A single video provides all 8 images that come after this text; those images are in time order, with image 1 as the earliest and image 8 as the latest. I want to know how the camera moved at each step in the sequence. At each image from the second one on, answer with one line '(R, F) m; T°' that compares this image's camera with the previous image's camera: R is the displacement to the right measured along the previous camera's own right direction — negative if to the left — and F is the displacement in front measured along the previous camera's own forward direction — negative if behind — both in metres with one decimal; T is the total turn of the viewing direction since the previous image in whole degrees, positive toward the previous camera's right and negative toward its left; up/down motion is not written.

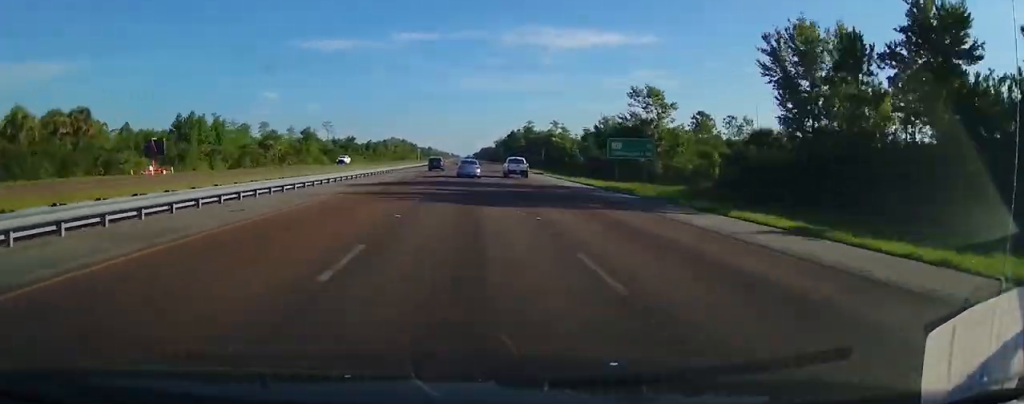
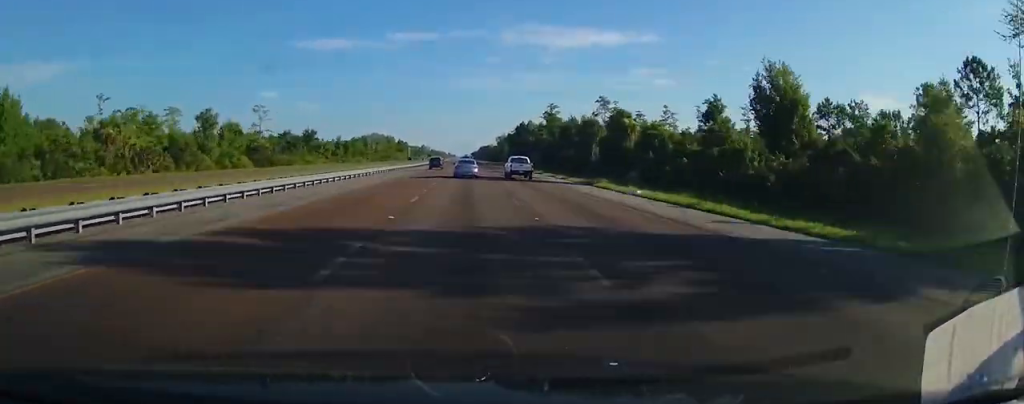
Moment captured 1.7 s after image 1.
(+0.5, +60.2) m; 0°
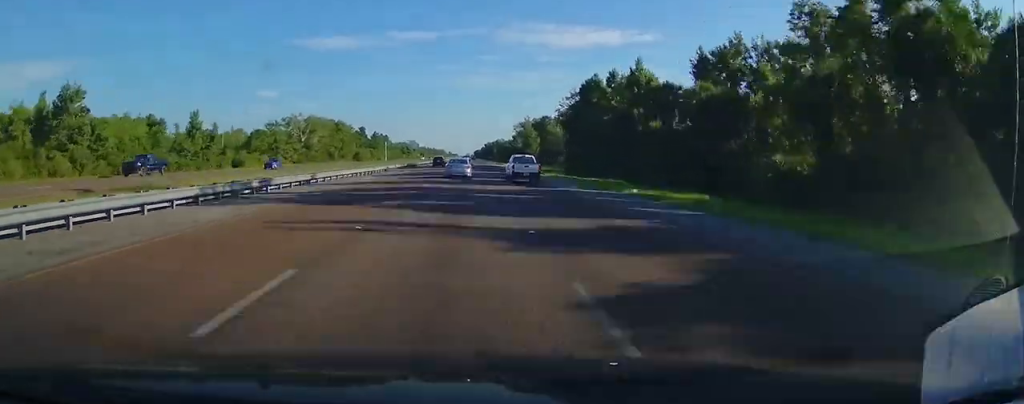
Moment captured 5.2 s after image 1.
(-0.2, +120.3) m; 0°
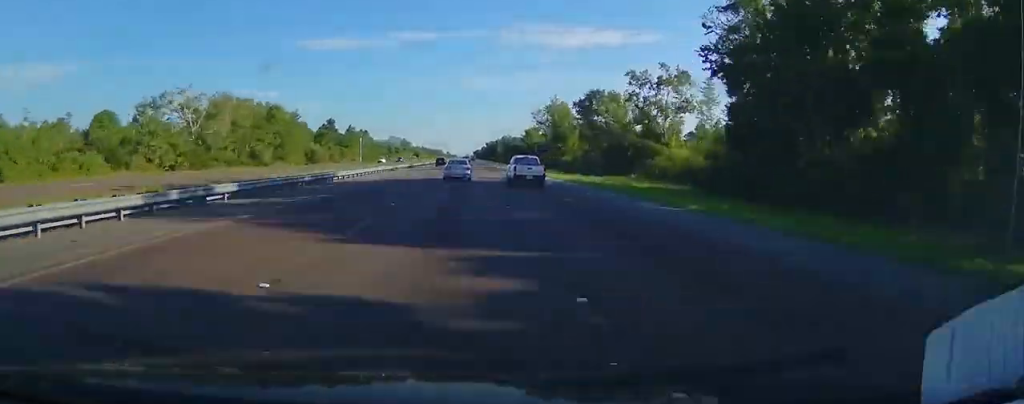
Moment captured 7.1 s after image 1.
(-0.2, +65.0) m; 0°
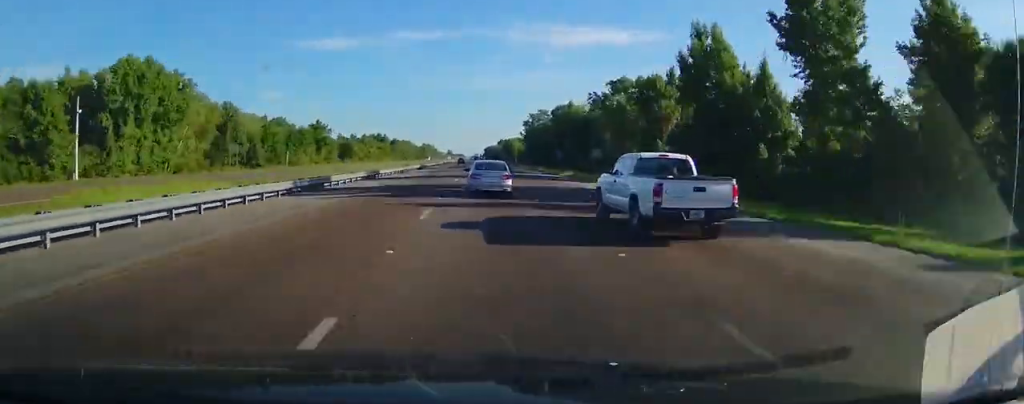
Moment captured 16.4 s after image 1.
(-0.1, +324.5) m; 0°
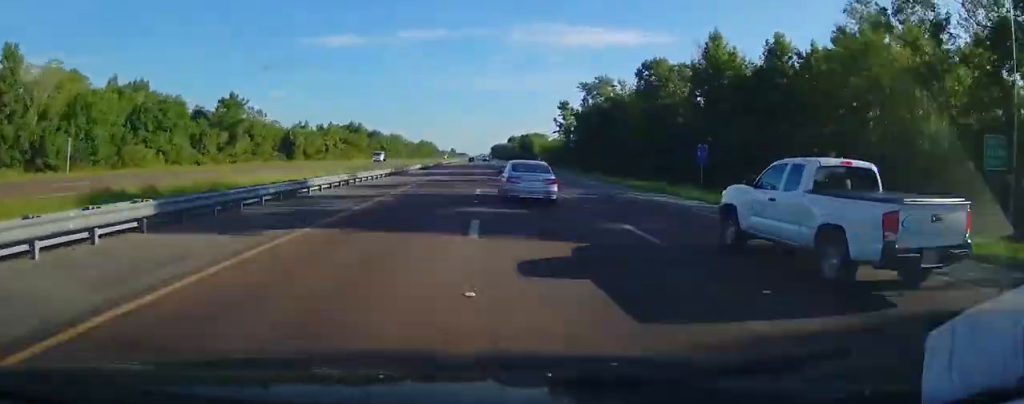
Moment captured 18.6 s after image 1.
(+0.2, +74.5) m; 0°
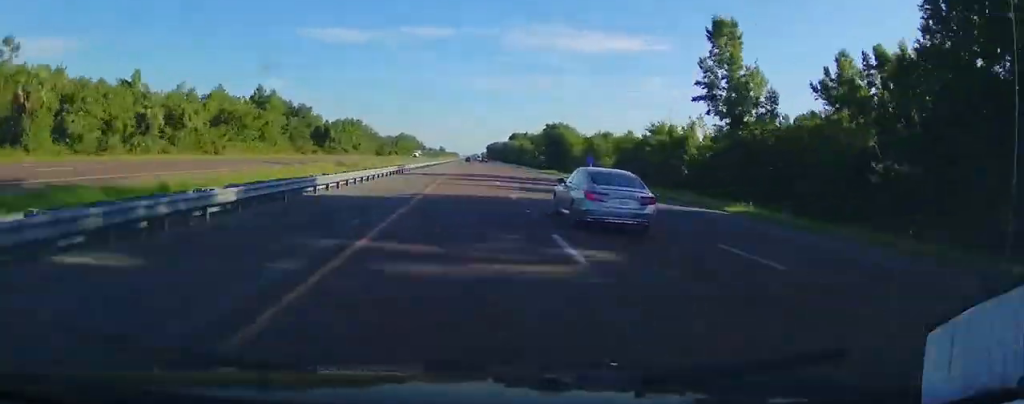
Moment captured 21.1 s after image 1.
(0.0, +88.5) m; 0°
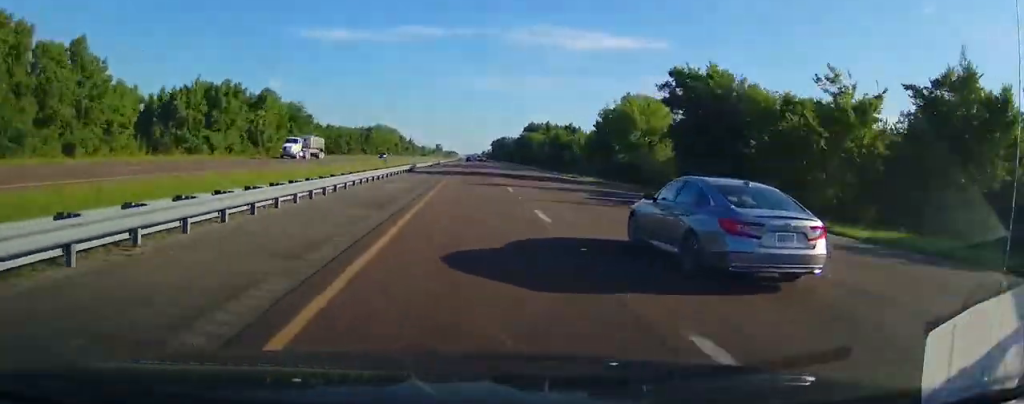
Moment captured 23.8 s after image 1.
(-0.1, +93.0) m; 0°
